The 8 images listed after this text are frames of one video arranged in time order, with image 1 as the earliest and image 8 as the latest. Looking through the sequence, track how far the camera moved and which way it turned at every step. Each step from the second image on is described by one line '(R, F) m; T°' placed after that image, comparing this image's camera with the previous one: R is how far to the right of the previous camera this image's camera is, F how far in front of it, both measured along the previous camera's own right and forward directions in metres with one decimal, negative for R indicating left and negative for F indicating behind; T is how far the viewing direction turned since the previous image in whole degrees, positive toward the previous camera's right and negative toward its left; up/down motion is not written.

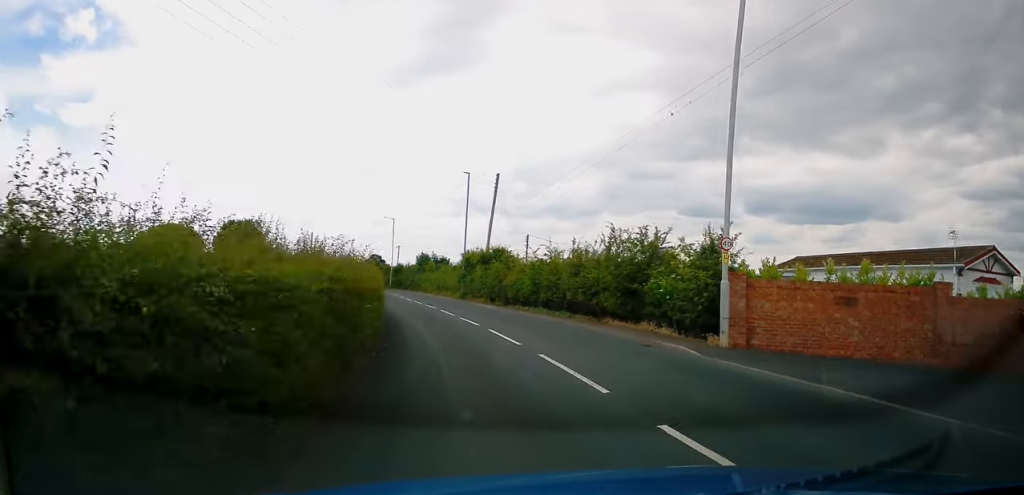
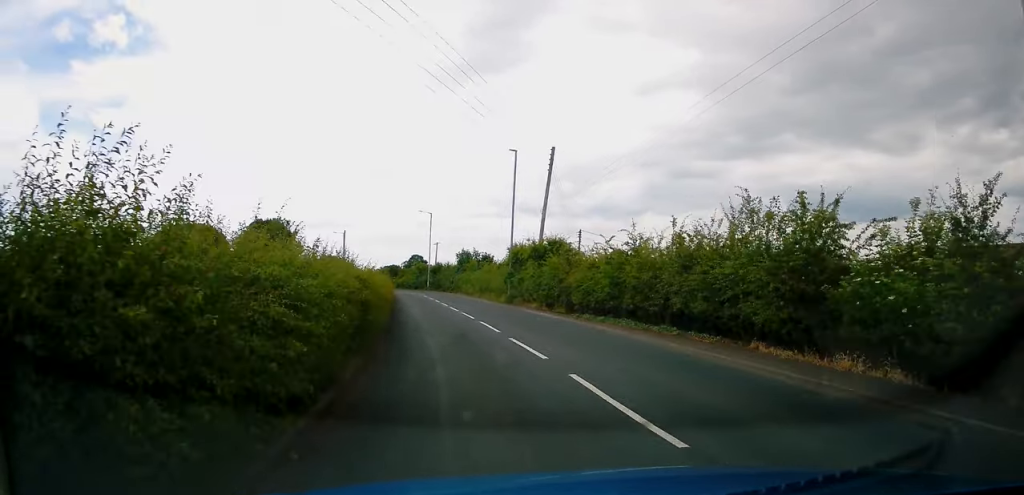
(-0.1, +8.5) m; -4°
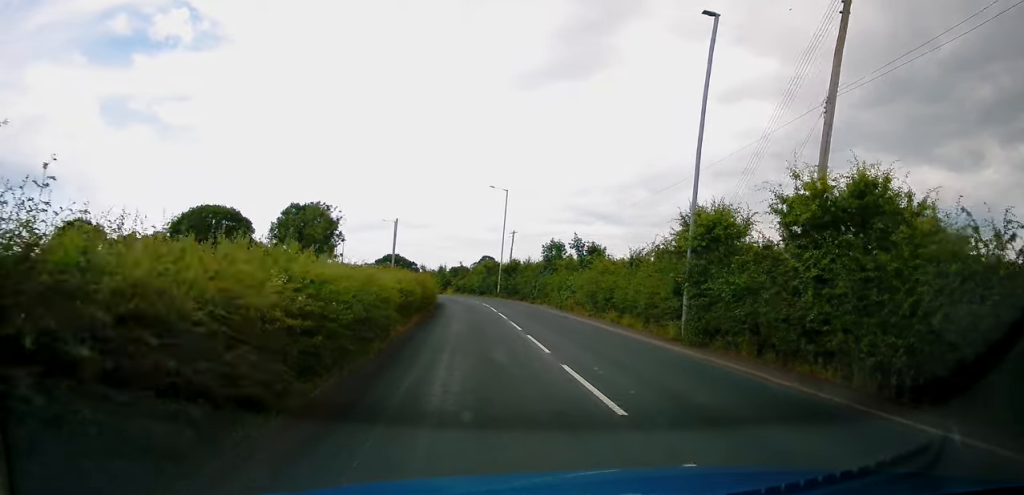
(-2.0, +22.1) m; -6°
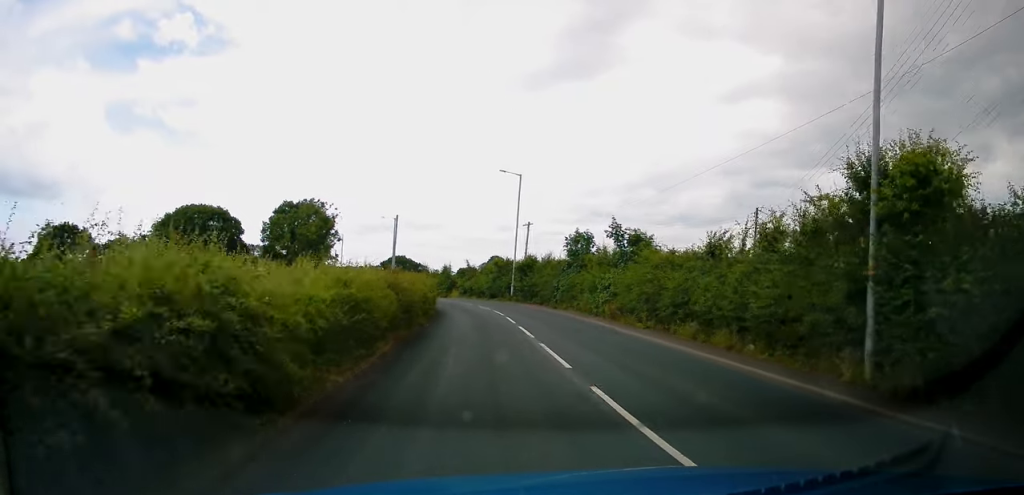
(0.0, +8.0) m; 0°
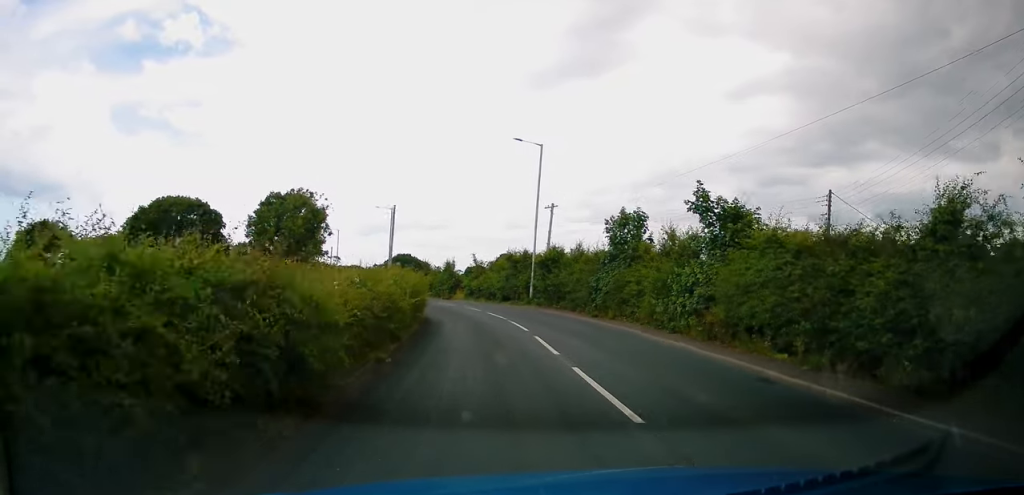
(0.0, +10.3) m; -2°
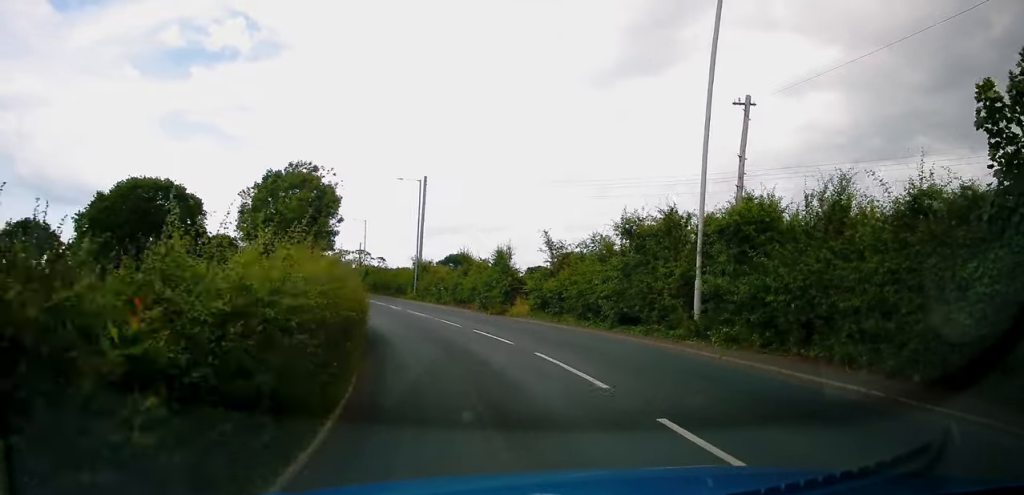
(-1.4, +21.6) m; -8°
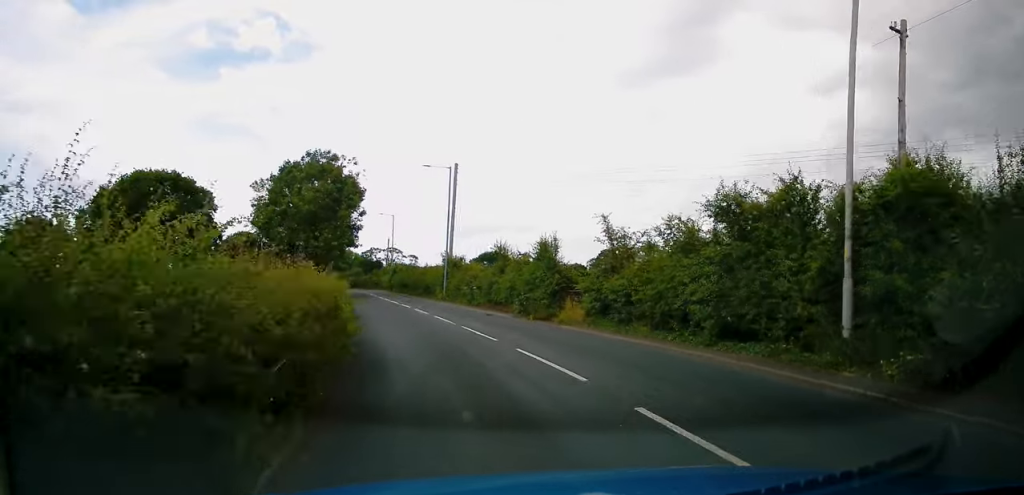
(-0.1, +5.4) m; -2°
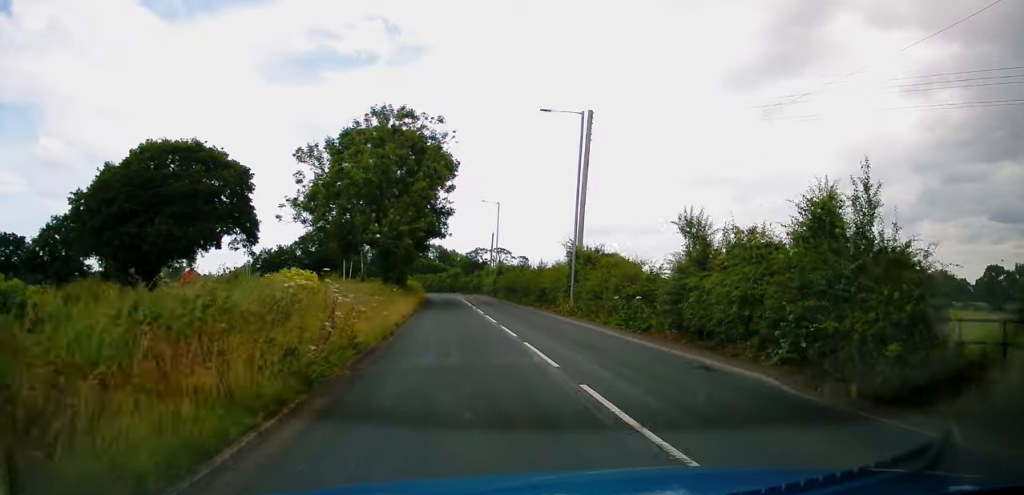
(-0.6, +15.5) m; -8°
